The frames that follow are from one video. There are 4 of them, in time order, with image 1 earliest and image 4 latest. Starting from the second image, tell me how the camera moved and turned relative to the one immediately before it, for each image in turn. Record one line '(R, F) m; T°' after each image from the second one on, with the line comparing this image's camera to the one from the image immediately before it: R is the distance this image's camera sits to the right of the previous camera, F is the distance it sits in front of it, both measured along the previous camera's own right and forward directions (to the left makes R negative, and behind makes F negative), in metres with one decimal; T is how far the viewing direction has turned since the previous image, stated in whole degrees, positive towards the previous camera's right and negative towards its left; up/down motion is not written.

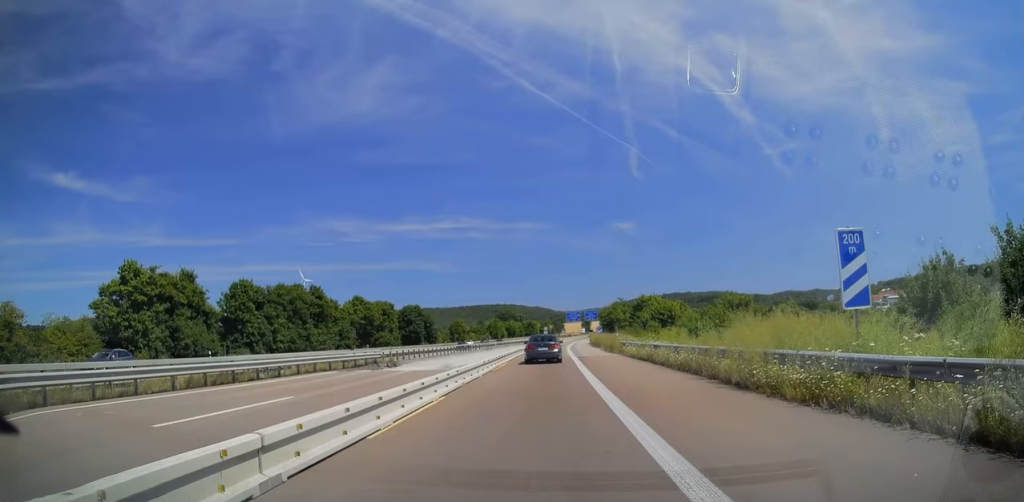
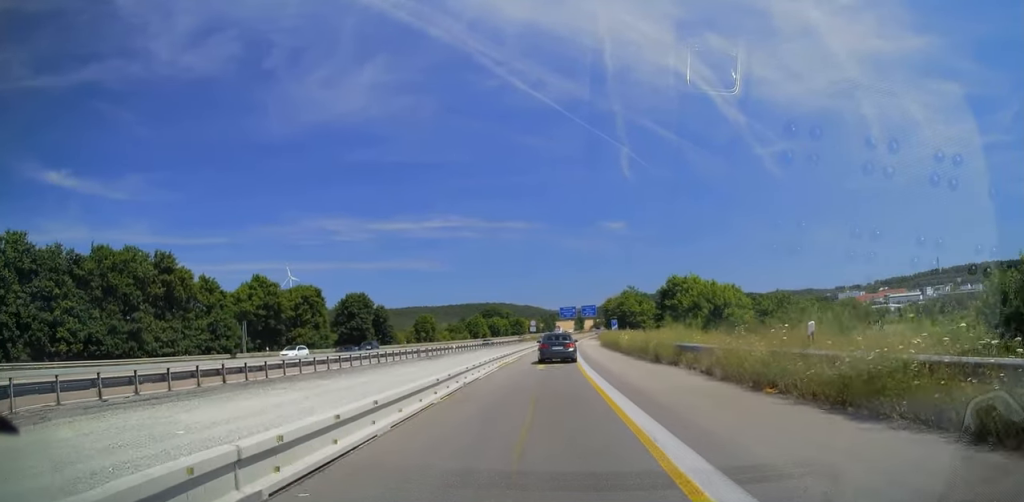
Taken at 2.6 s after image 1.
(+0.2, +36.5) m; 0°
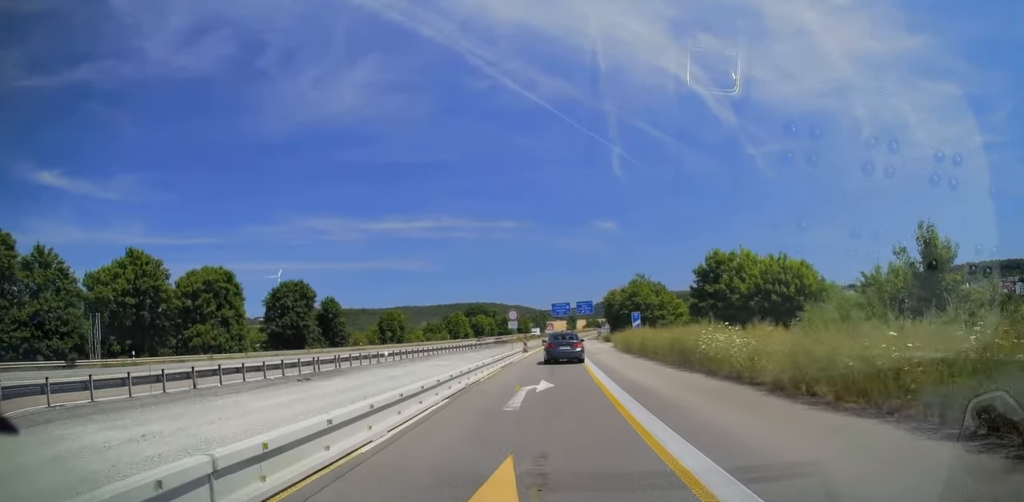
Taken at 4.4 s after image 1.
(0.0, +24.4) m; +2°
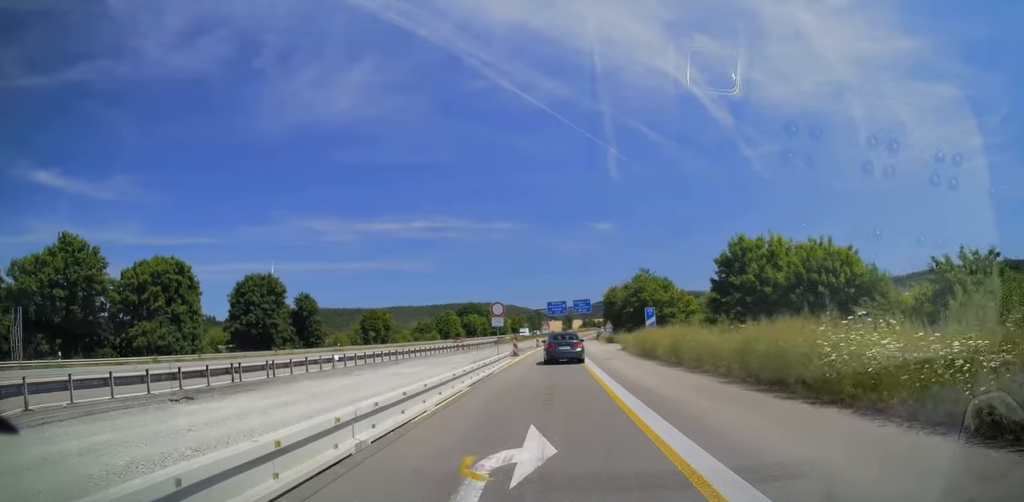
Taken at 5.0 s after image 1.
(0.0, +8.9) m; 0°
